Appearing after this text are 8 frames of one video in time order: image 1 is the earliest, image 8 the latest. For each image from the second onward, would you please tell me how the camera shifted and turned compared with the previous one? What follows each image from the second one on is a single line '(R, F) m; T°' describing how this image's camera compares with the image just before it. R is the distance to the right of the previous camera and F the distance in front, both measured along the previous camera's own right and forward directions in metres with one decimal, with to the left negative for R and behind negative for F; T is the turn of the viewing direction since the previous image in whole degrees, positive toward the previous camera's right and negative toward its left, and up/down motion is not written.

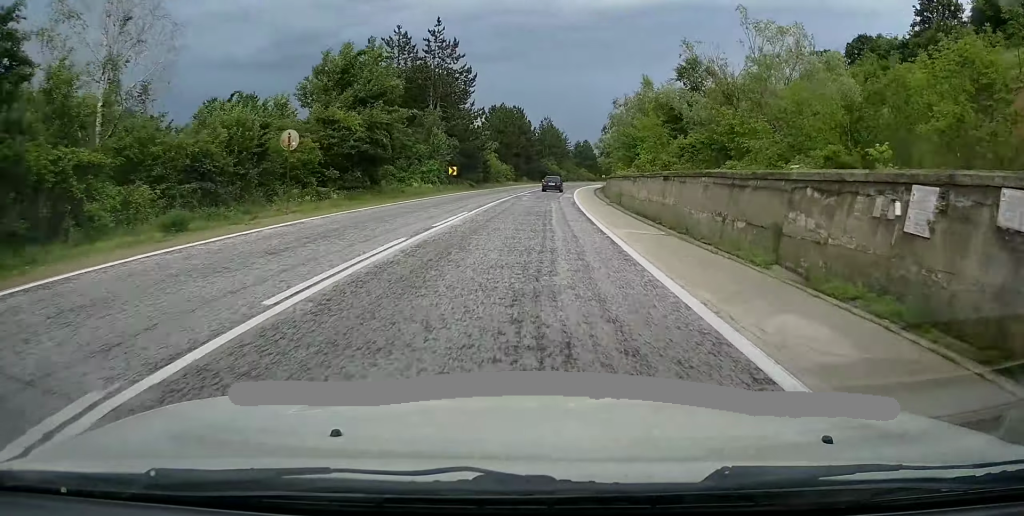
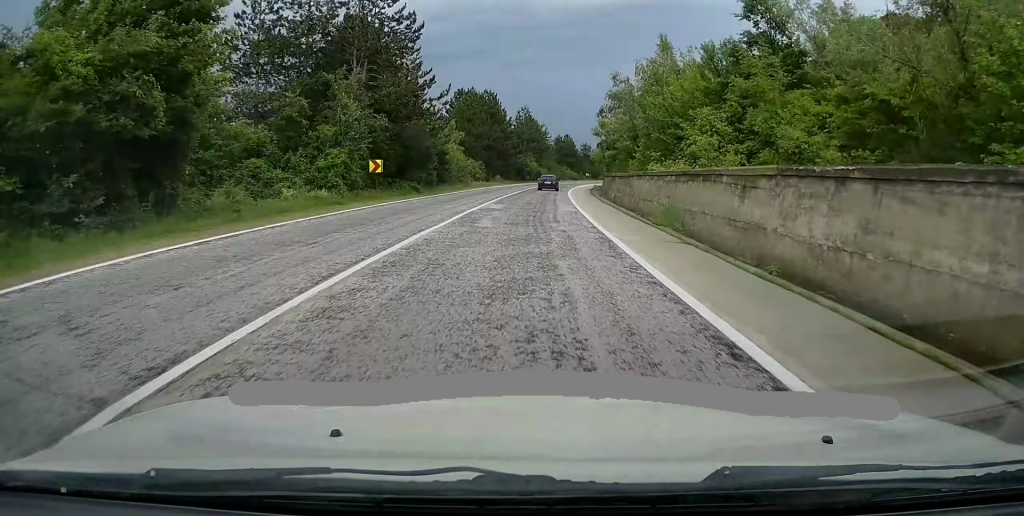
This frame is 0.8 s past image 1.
(+0.1, +20.0) m; +2°
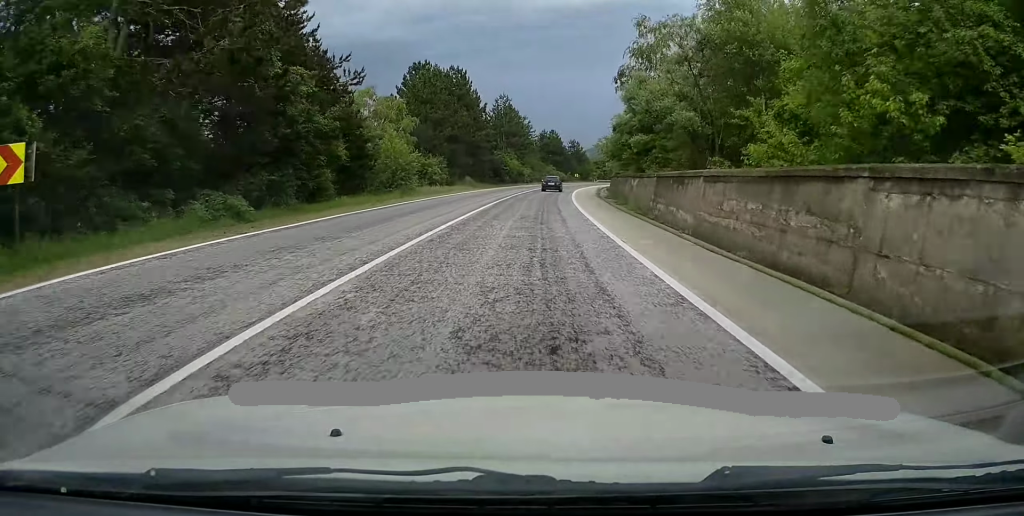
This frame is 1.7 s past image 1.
(+0.6, +23.4) m; +3°
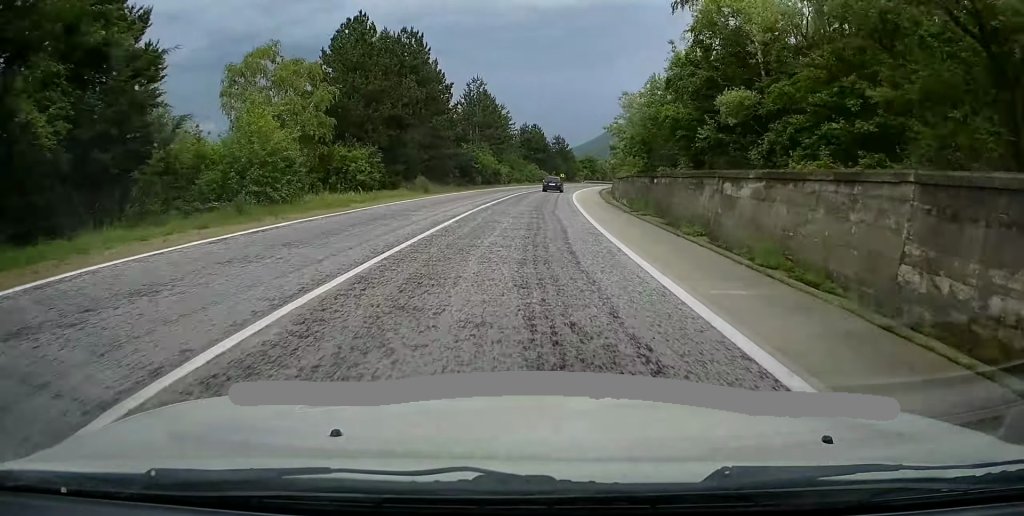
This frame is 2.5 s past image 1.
(+0.4, +20.2) m; +2°
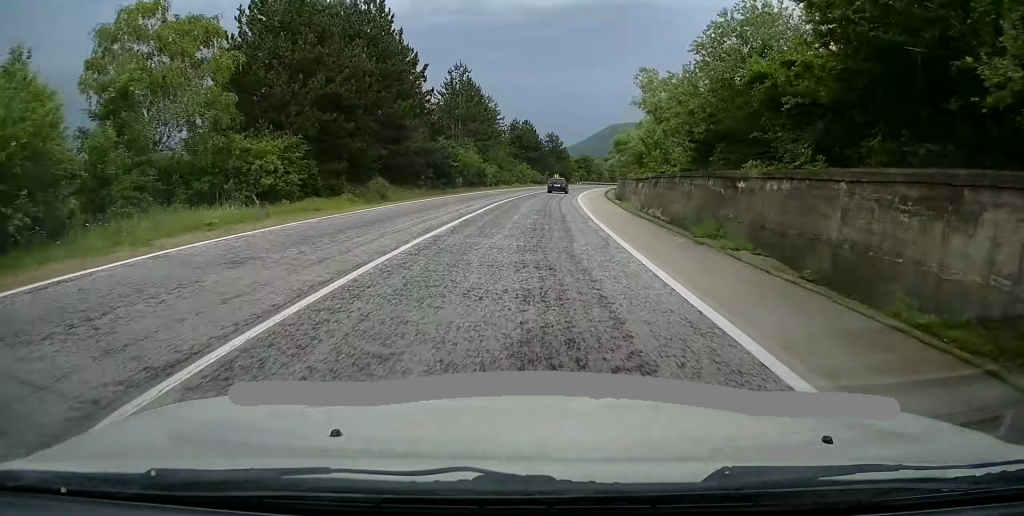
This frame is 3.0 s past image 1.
(+0.1, +12.6) m; +1°
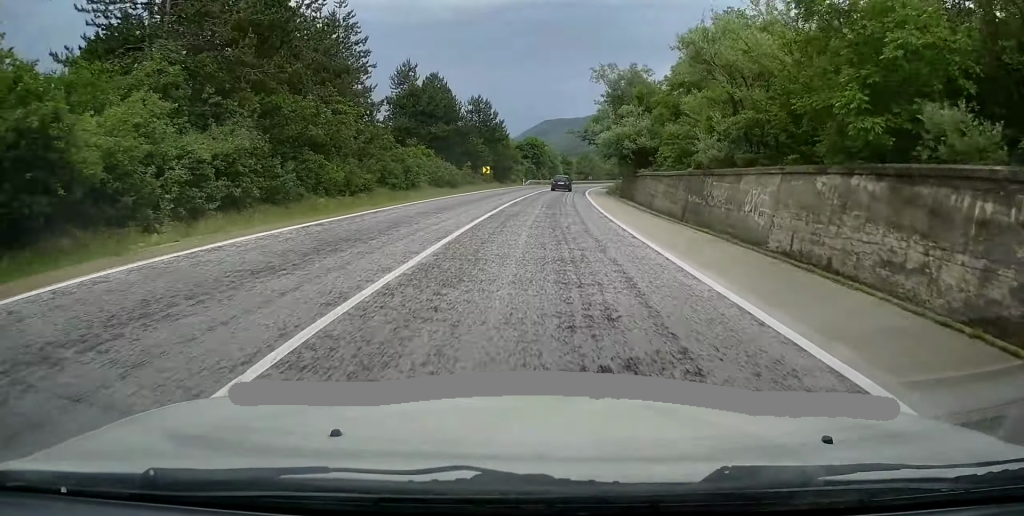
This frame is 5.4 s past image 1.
(+2.6, +59.6) m; +5°
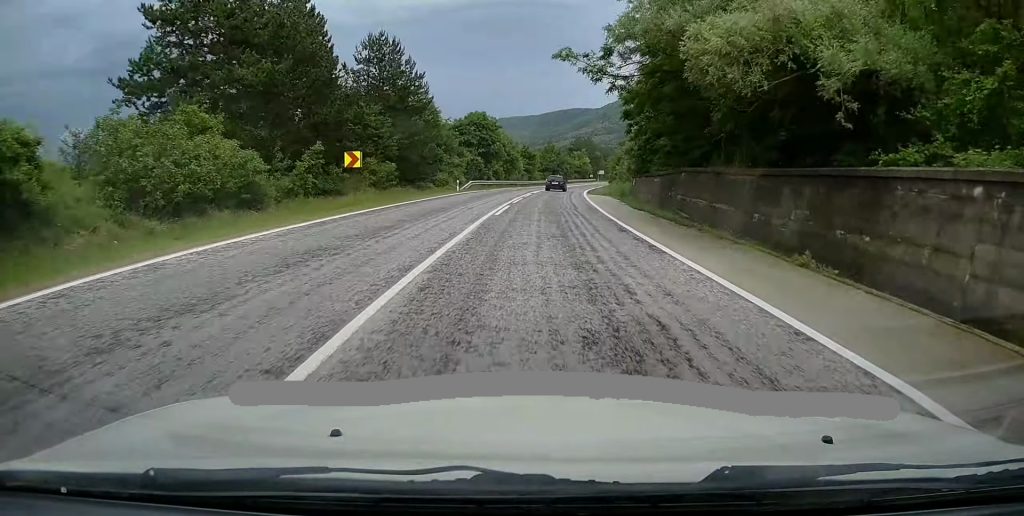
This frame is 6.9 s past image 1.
(+1.2, +36.9) m; +4°
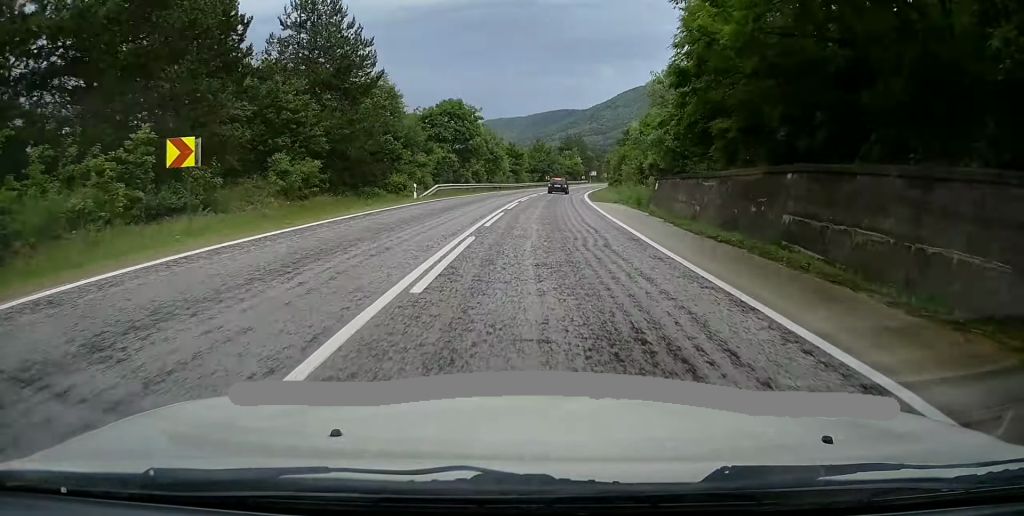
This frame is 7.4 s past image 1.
(+0.2, +12.6) m; +2°
